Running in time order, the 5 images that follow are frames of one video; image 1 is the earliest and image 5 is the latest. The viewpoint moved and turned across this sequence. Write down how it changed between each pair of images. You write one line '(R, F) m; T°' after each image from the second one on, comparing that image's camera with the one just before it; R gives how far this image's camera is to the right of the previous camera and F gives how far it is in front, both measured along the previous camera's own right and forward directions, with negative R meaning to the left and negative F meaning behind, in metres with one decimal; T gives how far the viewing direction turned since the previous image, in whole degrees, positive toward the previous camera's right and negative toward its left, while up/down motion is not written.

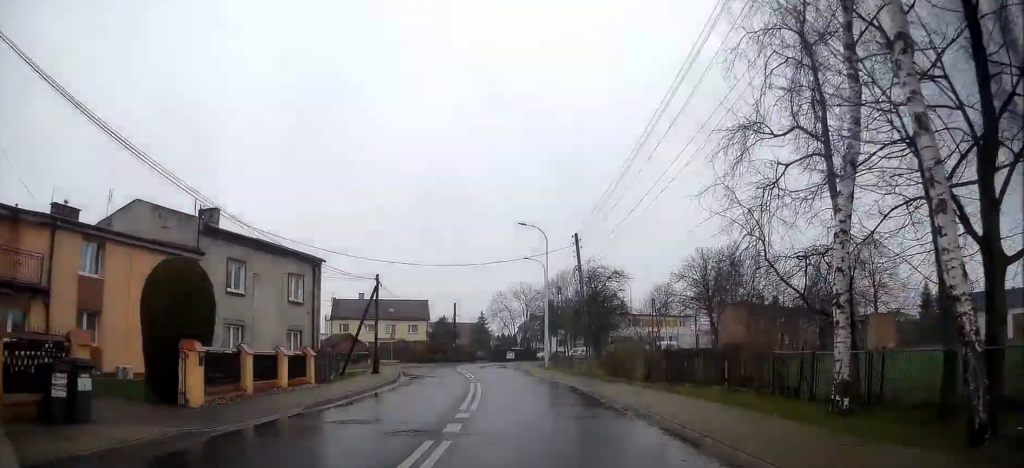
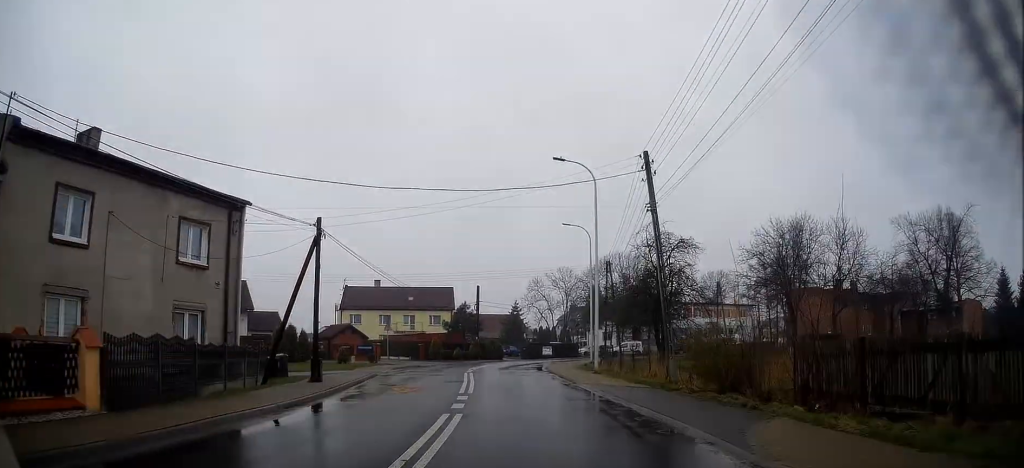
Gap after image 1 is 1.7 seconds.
(-0.1, +13.6) m; -1°
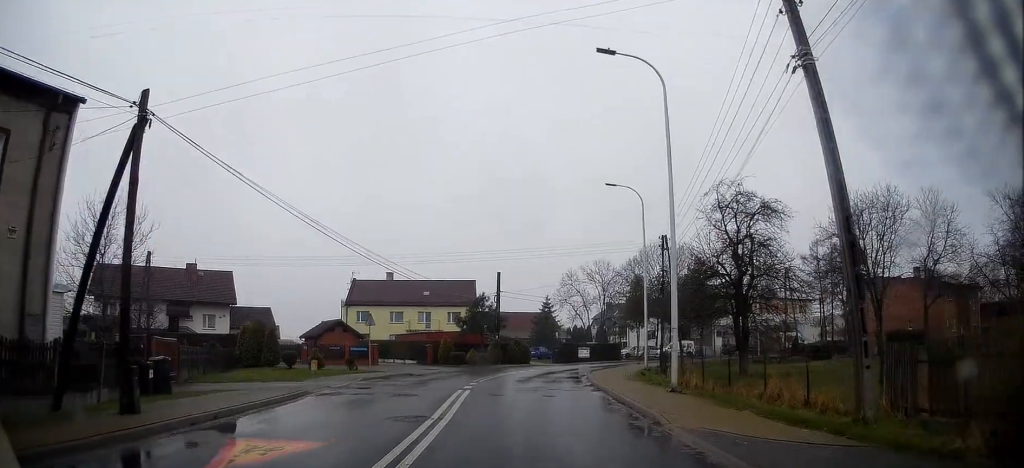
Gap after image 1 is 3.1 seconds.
(-0.3, +11.2) m; -3°
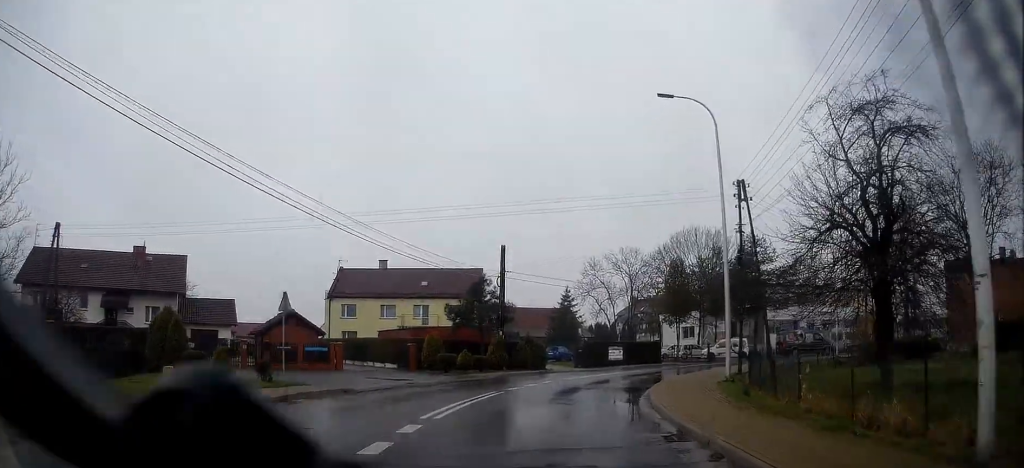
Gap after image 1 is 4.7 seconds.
(-0.3, +12.1) m; -5°
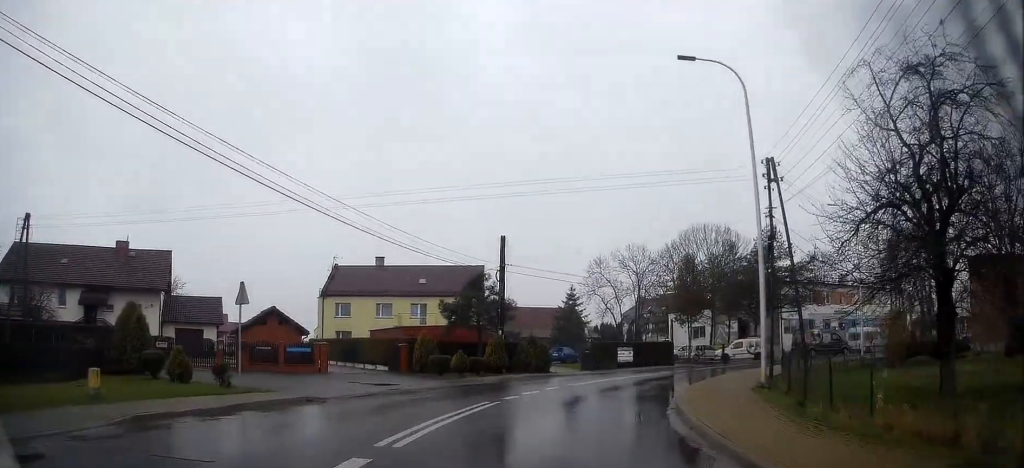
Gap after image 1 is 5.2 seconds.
(-0.2, +3.2) m; 0°
